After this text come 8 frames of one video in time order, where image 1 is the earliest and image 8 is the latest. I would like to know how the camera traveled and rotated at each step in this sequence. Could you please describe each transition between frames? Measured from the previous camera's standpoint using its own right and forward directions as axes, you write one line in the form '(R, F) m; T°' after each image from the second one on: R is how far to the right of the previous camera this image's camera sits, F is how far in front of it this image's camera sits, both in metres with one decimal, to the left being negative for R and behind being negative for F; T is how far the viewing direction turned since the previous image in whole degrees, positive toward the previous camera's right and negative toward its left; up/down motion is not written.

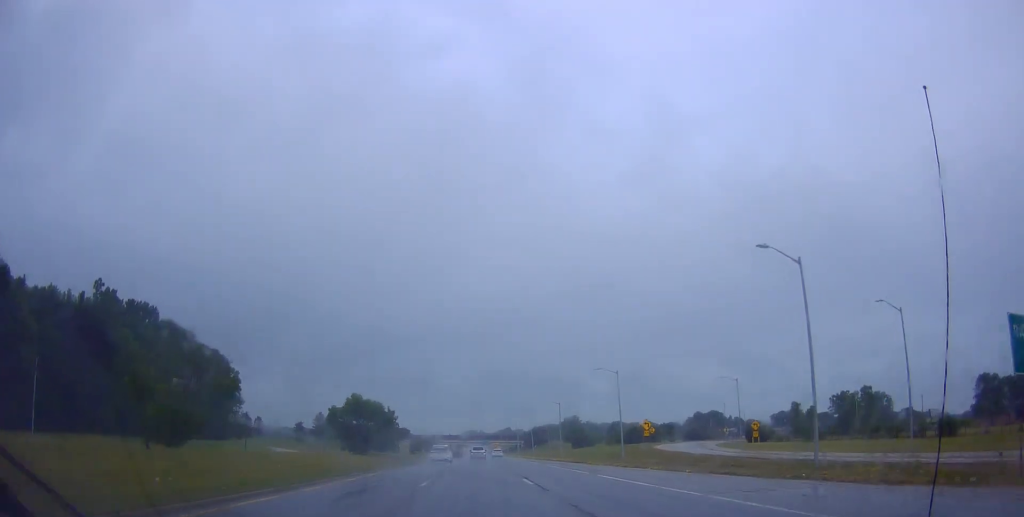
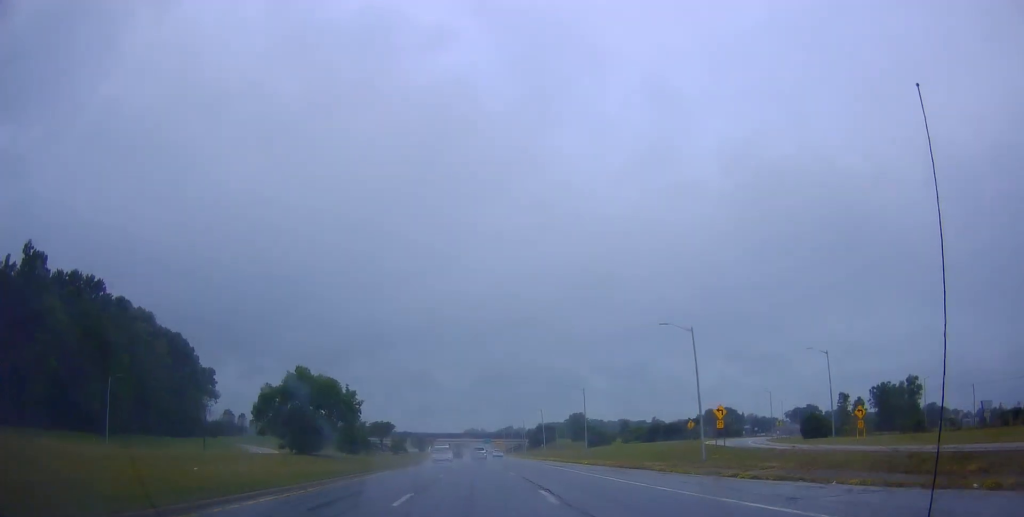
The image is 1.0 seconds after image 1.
(0.0, +21.5) m; -1°
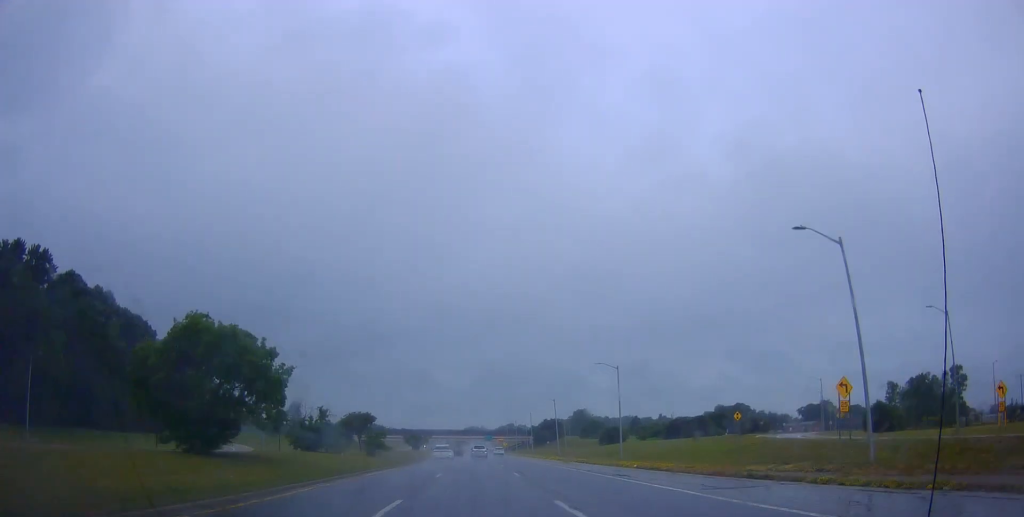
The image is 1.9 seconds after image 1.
(-0.2, +18.0) m; -1°
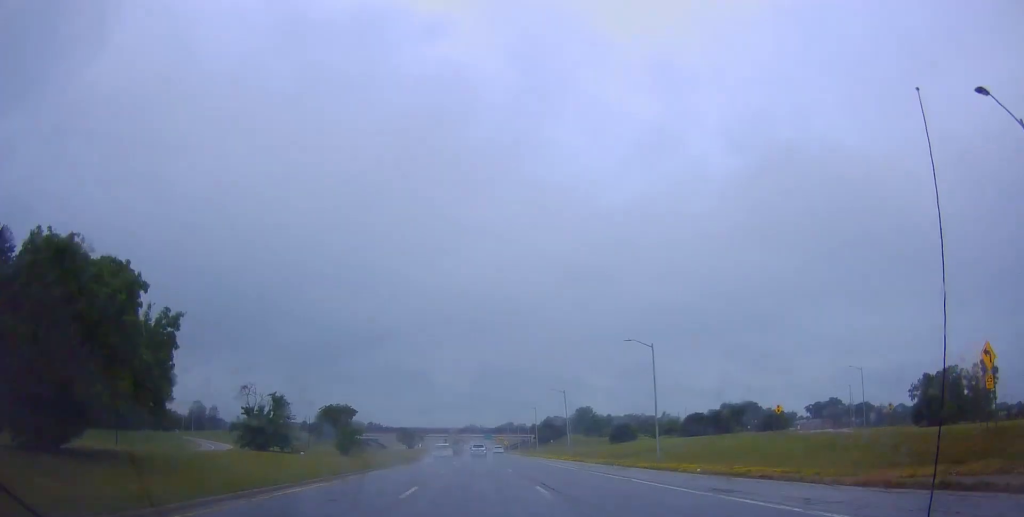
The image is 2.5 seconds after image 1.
(-0.3, +11.8) m; 0°
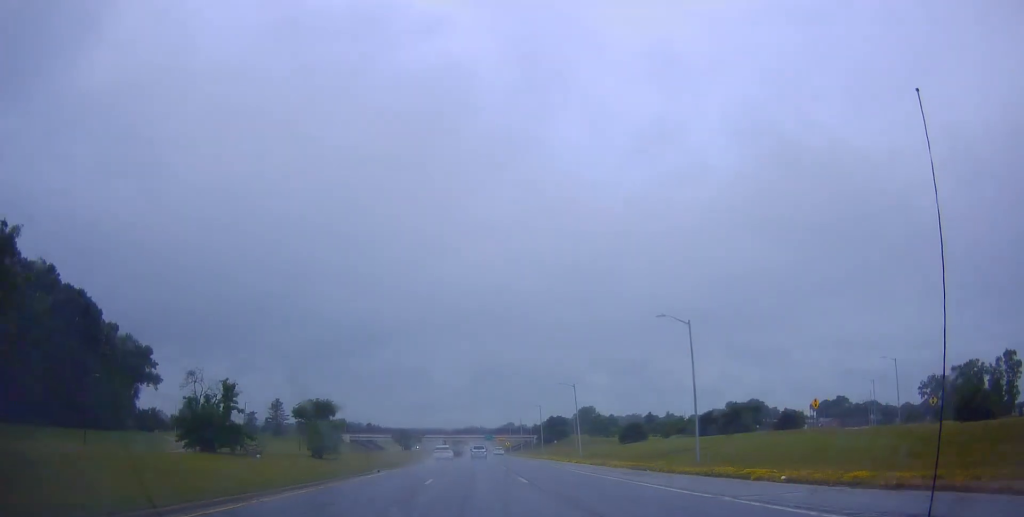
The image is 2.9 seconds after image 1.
(+0.1, +8.3) m; 0°
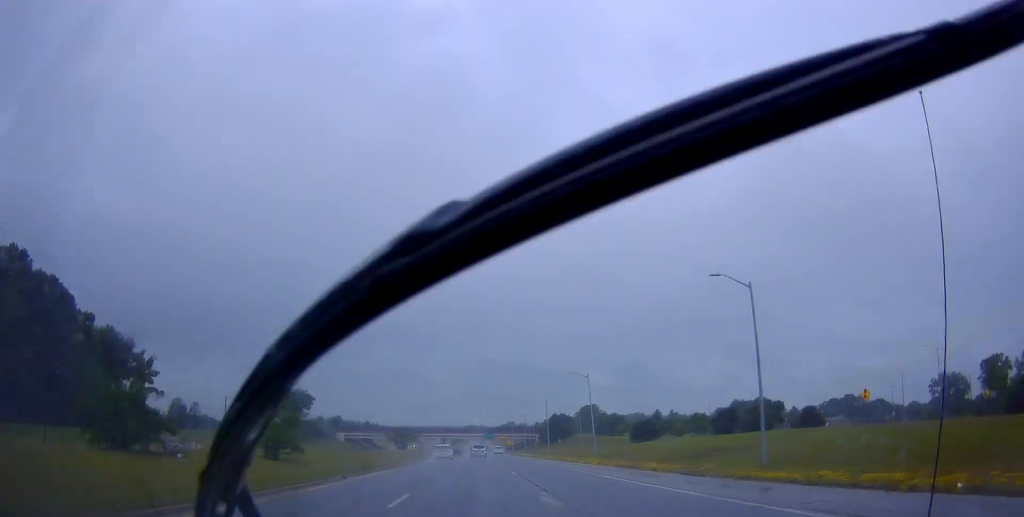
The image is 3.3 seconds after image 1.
(+0.2, +9.0) m; +1°
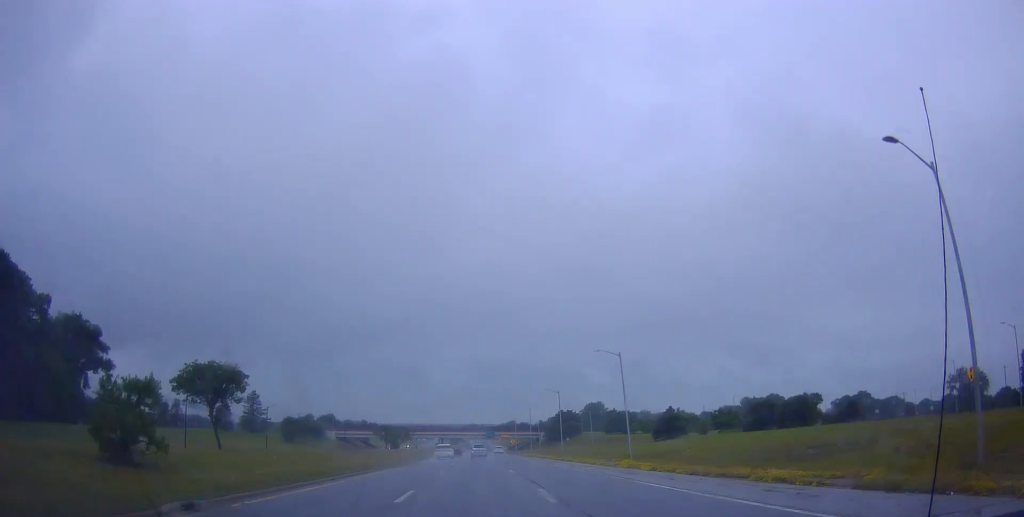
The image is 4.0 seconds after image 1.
(+0.1, +14.6) m; 0°
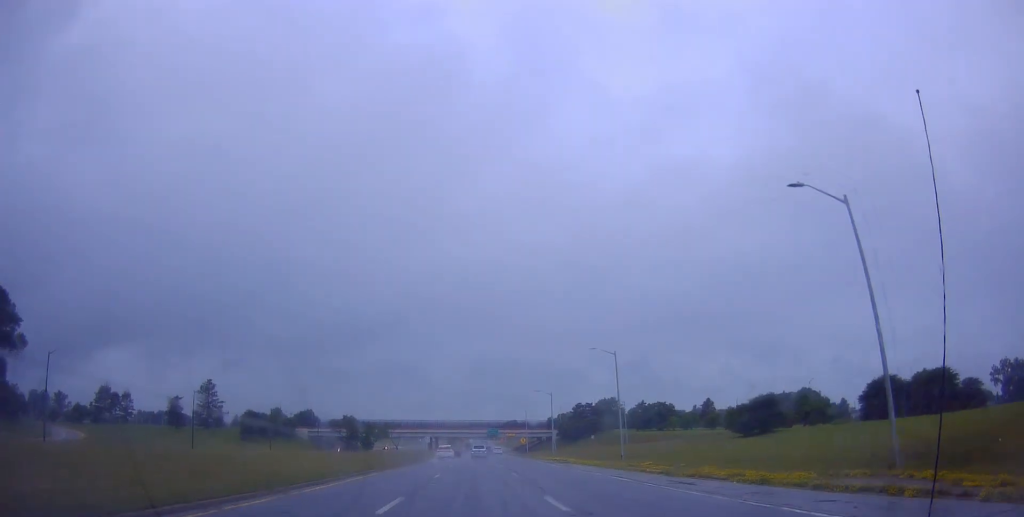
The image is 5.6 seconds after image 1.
(-0.7, +33.7) m; -1°
